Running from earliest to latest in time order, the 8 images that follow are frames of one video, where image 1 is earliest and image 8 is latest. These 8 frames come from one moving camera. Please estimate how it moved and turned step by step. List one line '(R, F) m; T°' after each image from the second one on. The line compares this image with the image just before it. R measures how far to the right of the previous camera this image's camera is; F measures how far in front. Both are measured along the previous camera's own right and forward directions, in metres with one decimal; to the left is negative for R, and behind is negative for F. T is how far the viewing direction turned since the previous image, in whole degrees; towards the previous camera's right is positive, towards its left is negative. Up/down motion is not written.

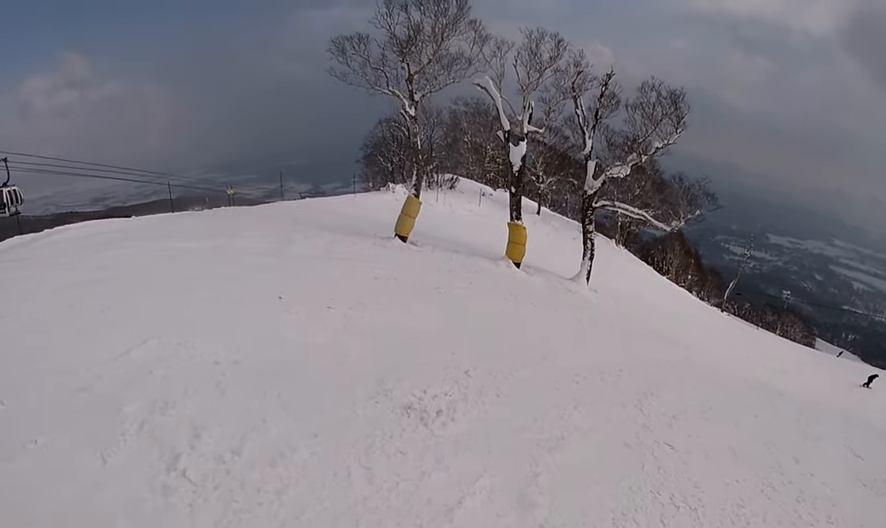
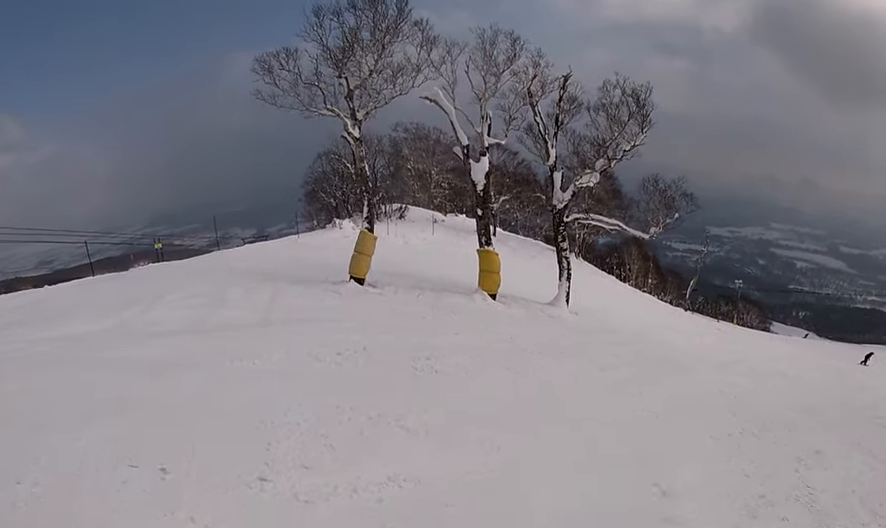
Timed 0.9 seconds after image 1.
(-0.5, +3.6) m; +7°
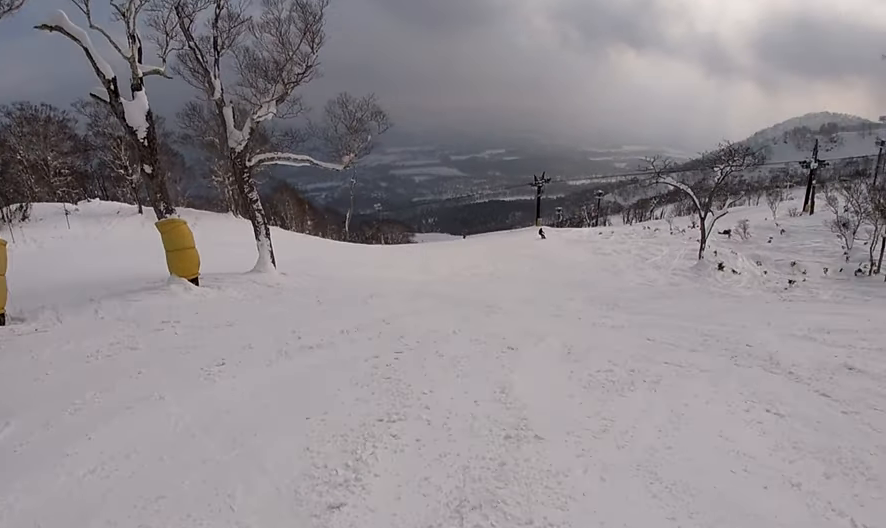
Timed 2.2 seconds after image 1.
(+2.0, +4.9) m; +45°
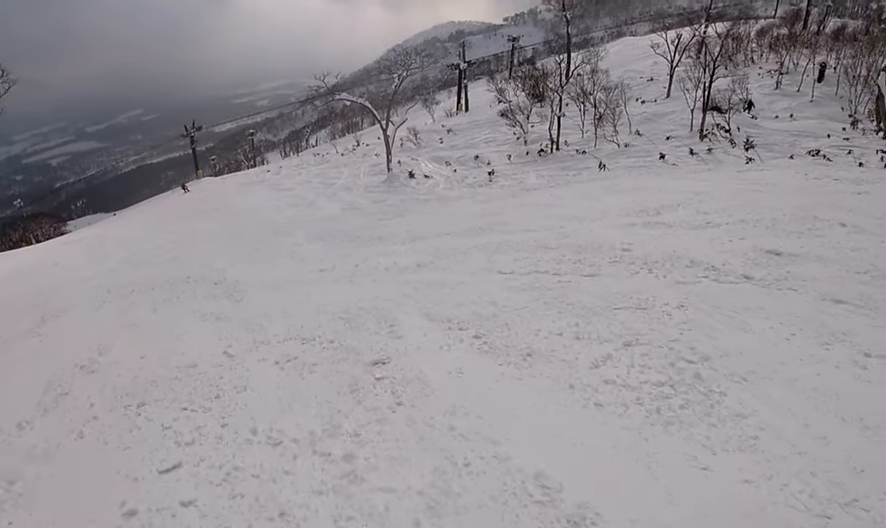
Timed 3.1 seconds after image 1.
(+0.9, +3.5) m; +23°
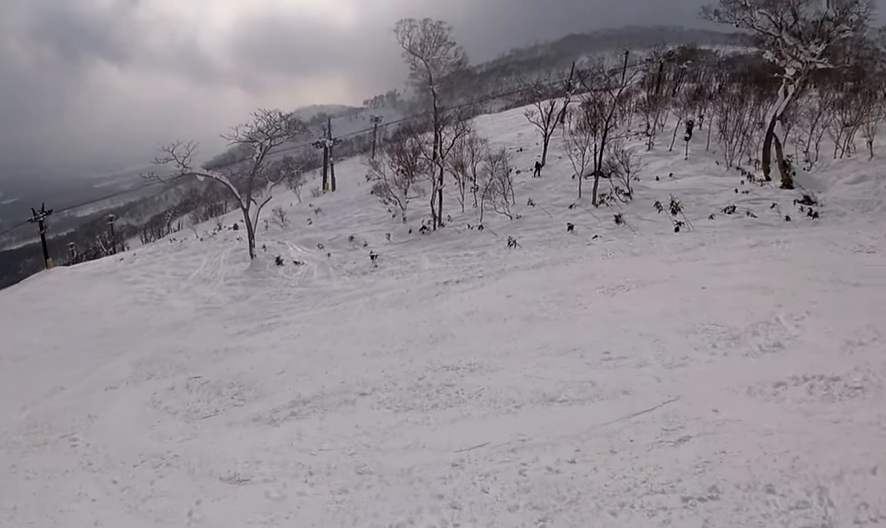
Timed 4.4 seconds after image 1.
(+1.2, +6.0) m; -5°
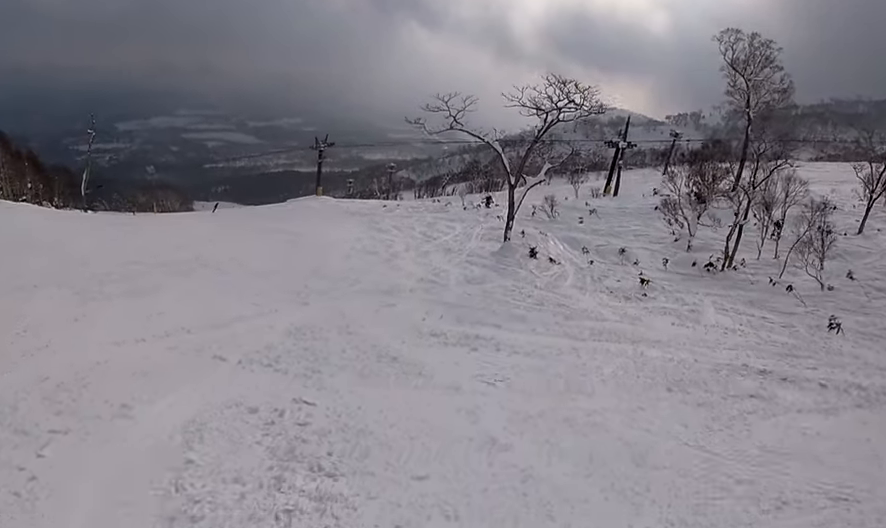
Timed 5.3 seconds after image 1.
(-1.1, +3.6) m; -27°
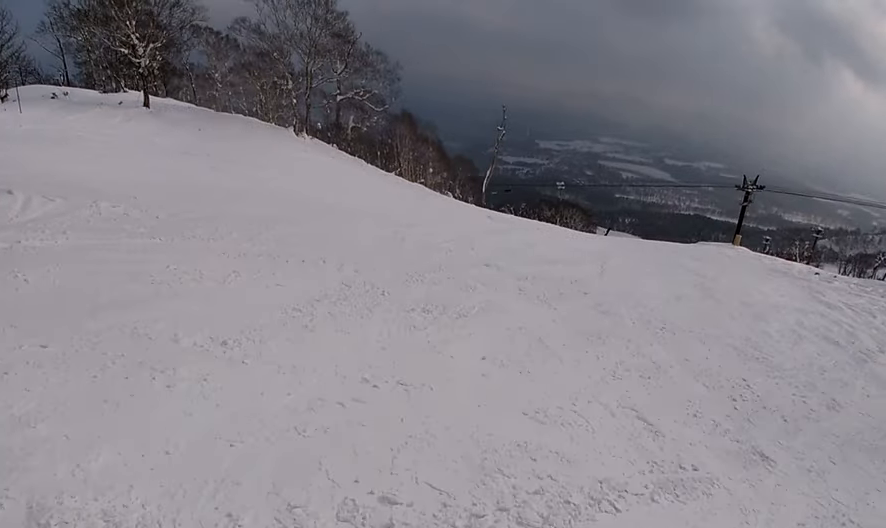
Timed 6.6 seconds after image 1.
(-2.0, +6.4) m; -7°
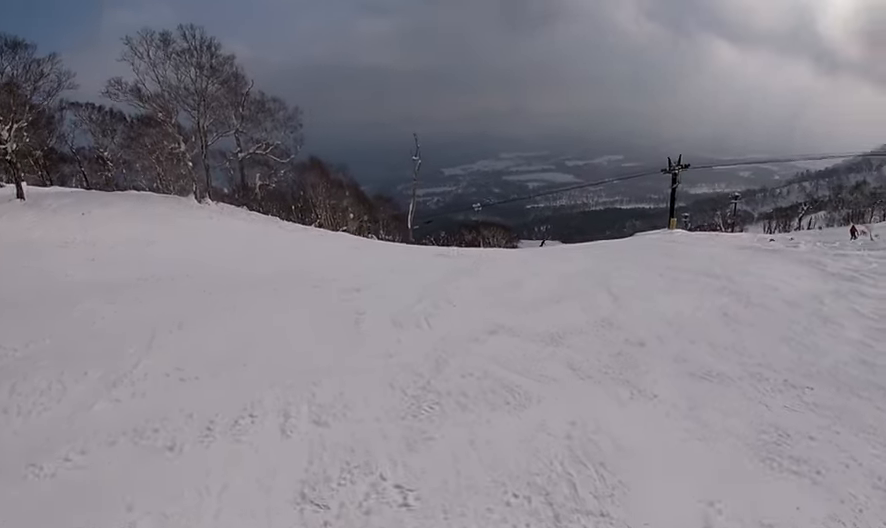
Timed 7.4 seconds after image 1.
(+1.0, +4.6) m; +19°
